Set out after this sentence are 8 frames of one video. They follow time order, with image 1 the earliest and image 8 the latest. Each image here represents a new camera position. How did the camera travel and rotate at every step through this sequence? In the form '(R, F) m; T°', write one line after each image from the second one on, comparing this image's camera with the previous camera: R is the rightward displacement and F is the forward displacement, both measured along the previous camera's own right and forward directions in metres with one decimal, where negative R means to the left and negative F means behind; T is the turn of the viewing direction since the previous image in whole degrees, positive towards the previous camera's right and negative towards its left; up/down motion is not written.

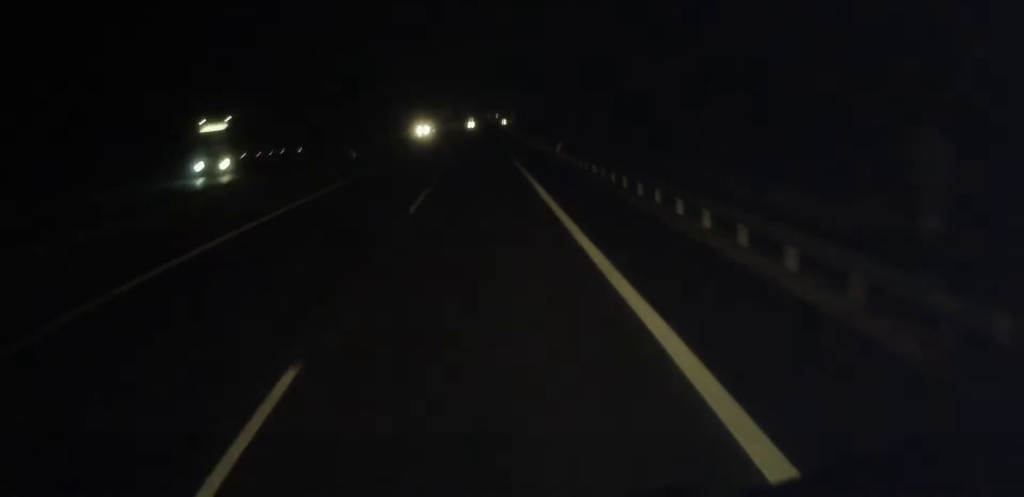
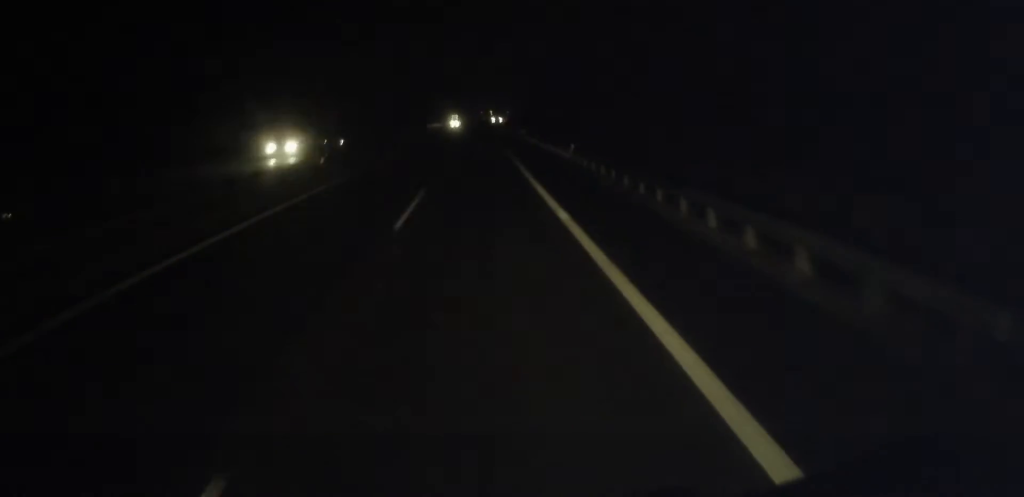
(-0.1, +56.5) m; 0°
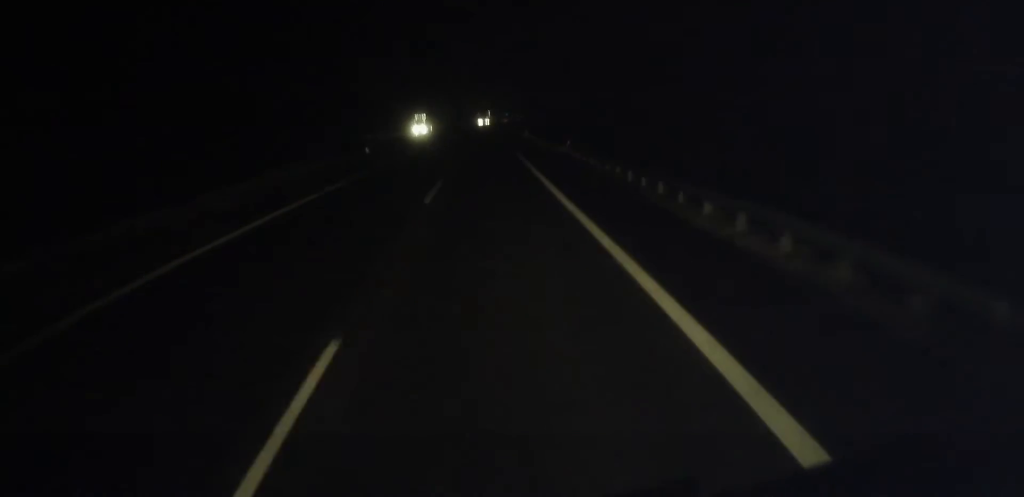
(+0.1, +68.9) m; 0°
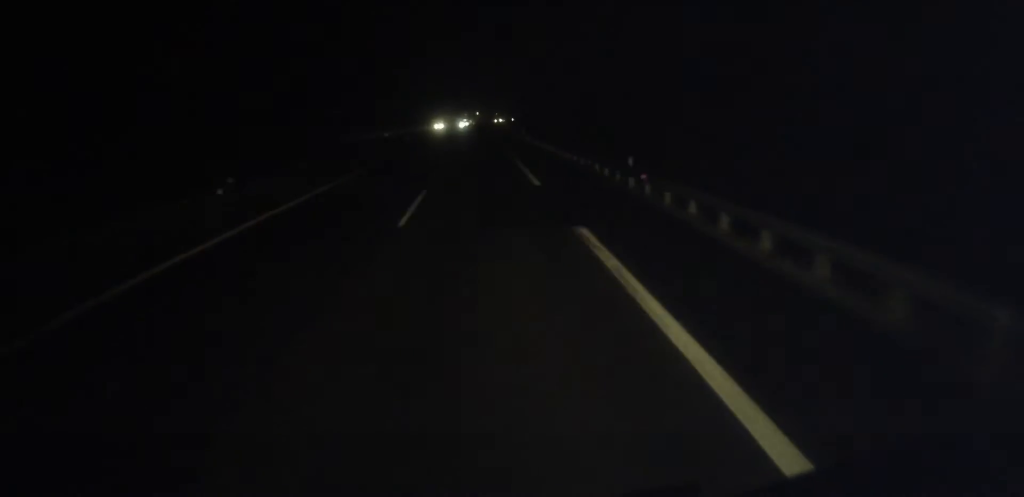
(+0.6, +93.7) m; +1°
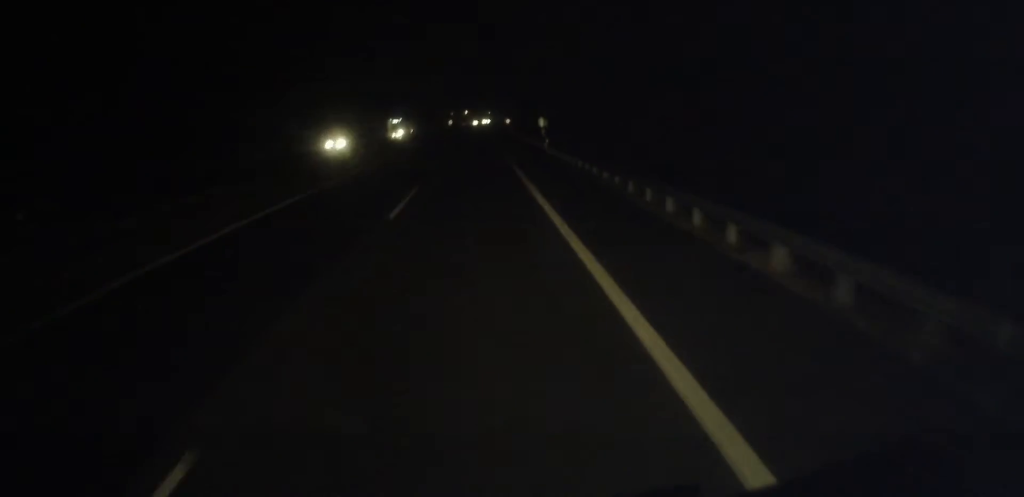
(+1.2, +124.6) m; +1°
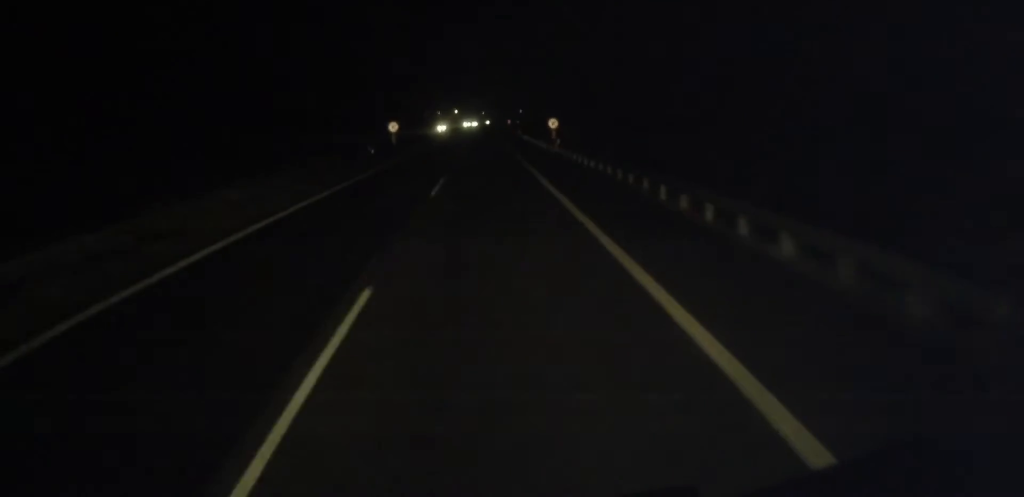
(+0.5, +102.8) m; 0°
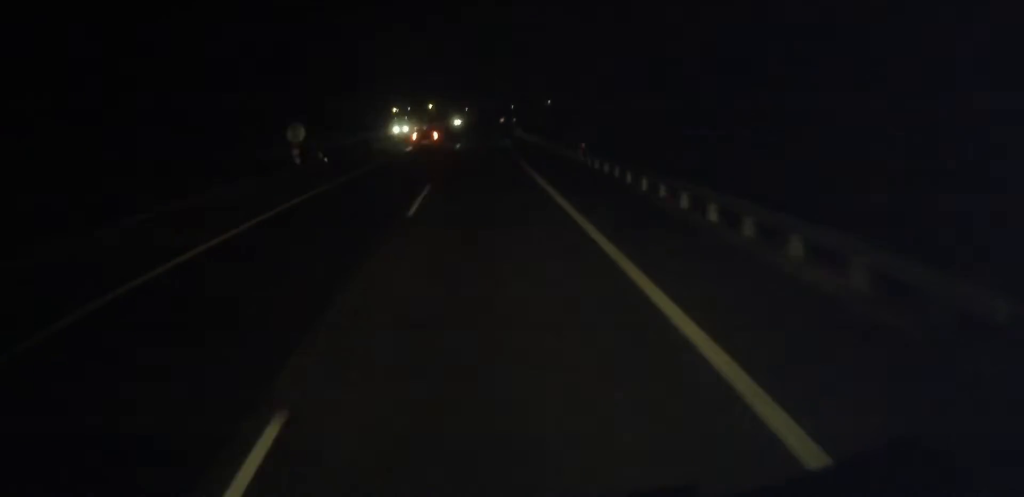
(+0.4, +112.4) m; +1°
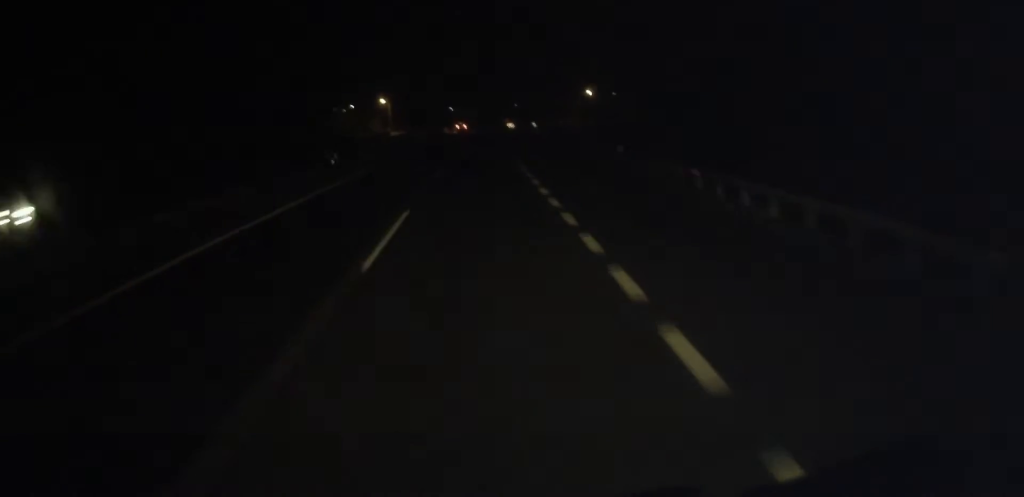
(+2.0, +147.1) m; +1°
